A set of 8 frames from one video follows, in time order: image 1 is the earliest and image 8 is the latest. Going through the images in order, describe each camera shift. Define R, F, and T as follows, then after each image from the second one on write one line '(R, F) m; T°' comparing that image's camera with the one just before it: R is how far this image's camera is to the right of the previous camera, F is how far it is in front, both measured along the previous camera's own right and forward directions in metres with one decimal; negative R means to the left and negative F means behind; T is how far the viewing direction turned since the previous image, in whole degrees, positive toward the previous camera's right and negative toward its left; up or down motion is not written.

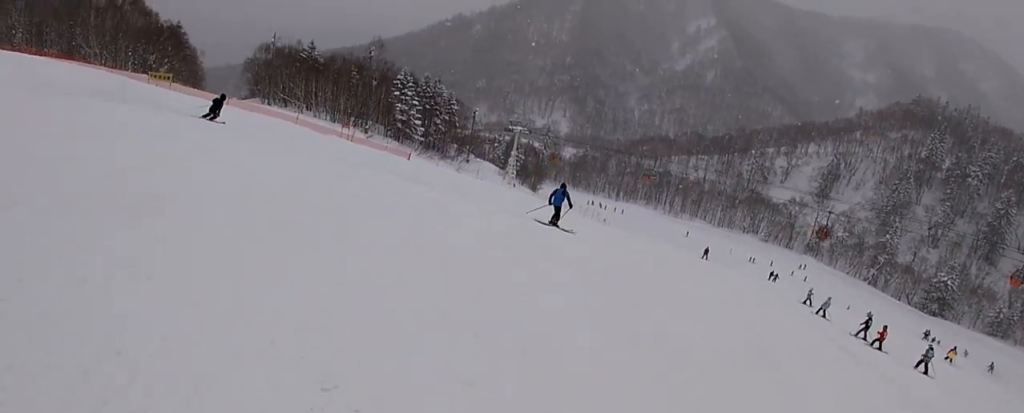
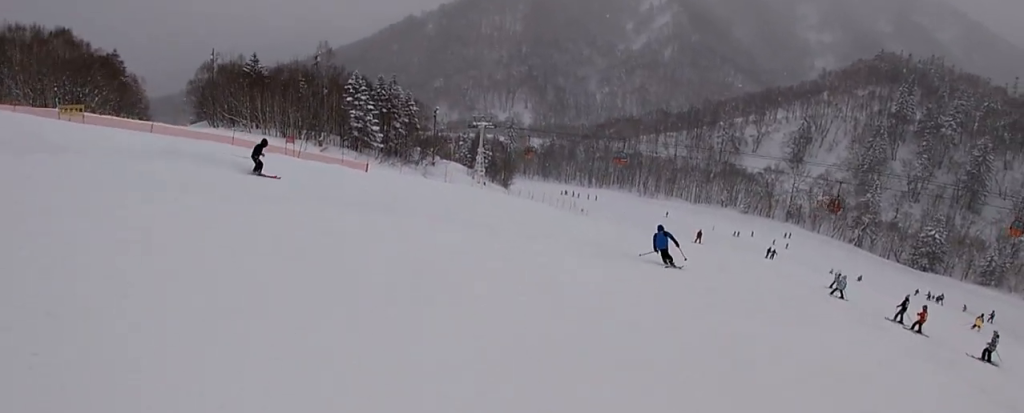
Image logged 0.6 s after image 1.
(-0.1, +5.4) m; -1°
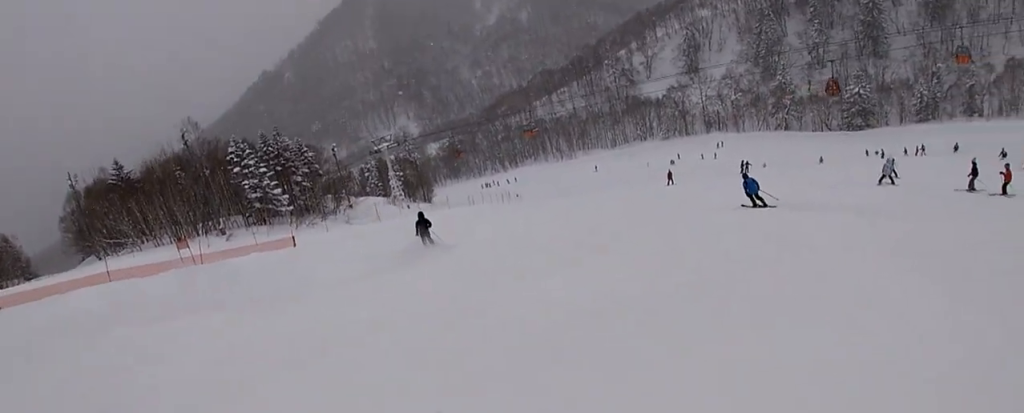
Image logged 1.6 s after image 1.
(0.0, +10.6) m; +12°
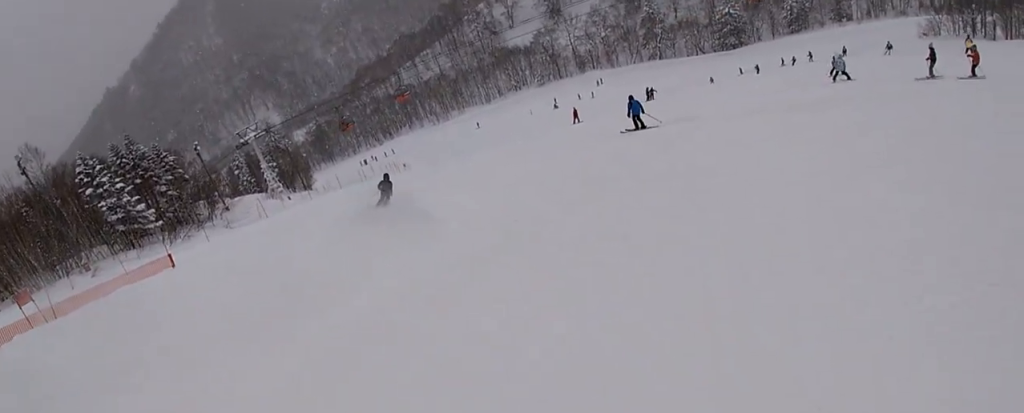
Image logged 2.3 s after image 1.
(+1.4, +6.9) m; +12°
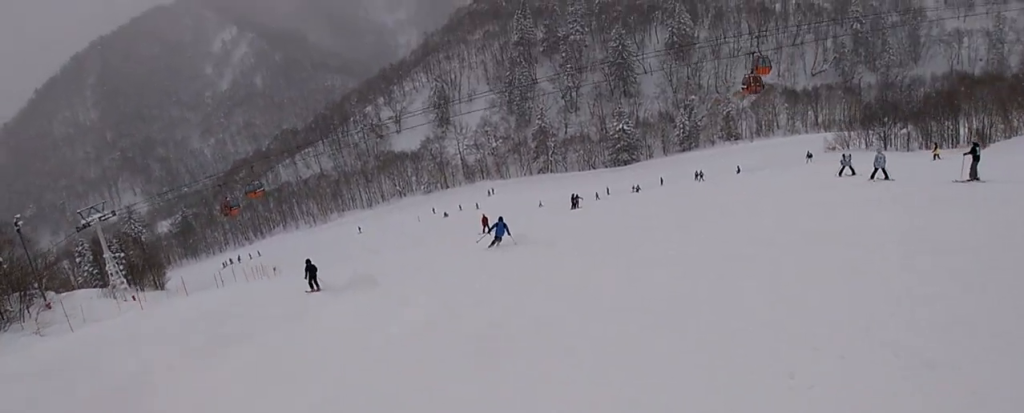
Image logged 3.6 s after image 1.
(+2.0, +13.4) m; +1°
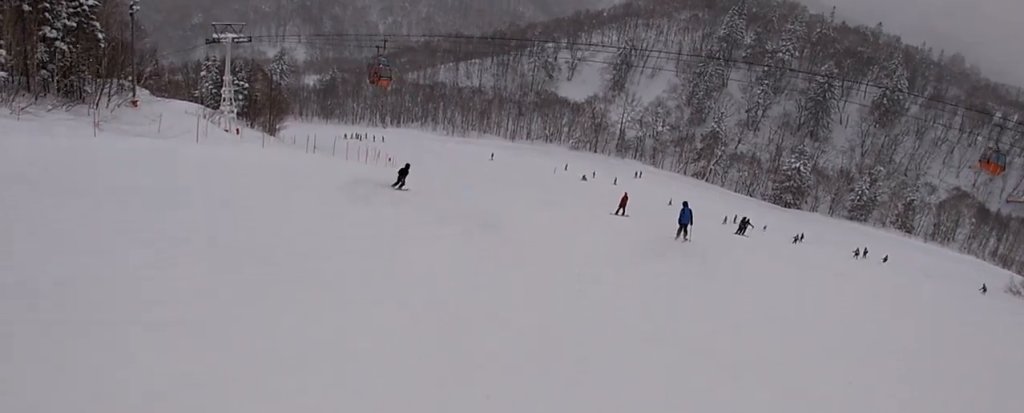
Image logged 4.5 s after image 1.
(-1.5, +9.4) m; -8°
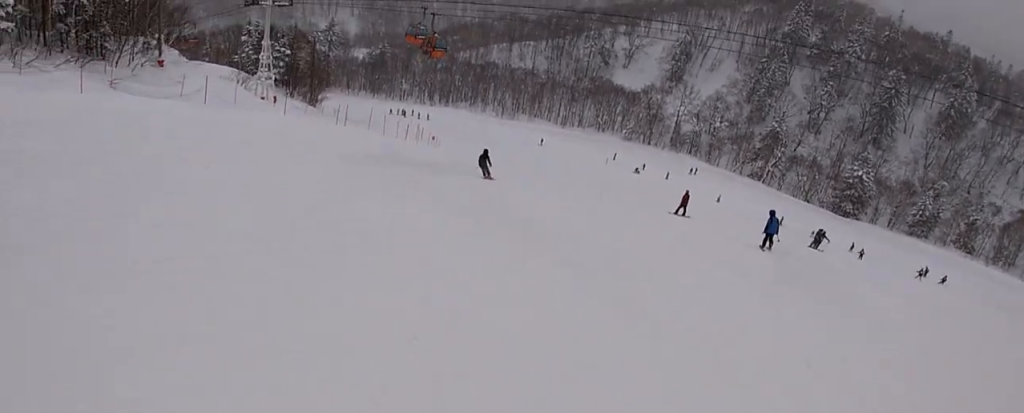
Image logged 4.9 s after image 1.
(-0.1, +4.5) m; 0°
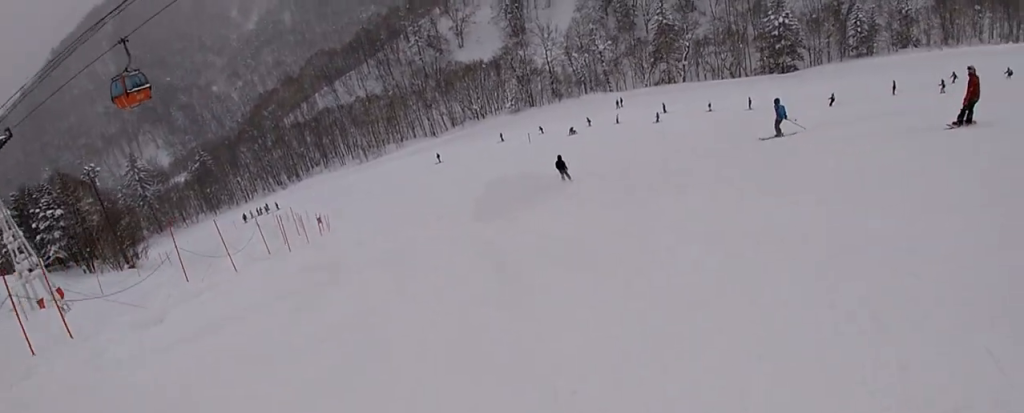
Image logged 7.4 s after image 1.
(+4.7, +30.1) m; +14°
